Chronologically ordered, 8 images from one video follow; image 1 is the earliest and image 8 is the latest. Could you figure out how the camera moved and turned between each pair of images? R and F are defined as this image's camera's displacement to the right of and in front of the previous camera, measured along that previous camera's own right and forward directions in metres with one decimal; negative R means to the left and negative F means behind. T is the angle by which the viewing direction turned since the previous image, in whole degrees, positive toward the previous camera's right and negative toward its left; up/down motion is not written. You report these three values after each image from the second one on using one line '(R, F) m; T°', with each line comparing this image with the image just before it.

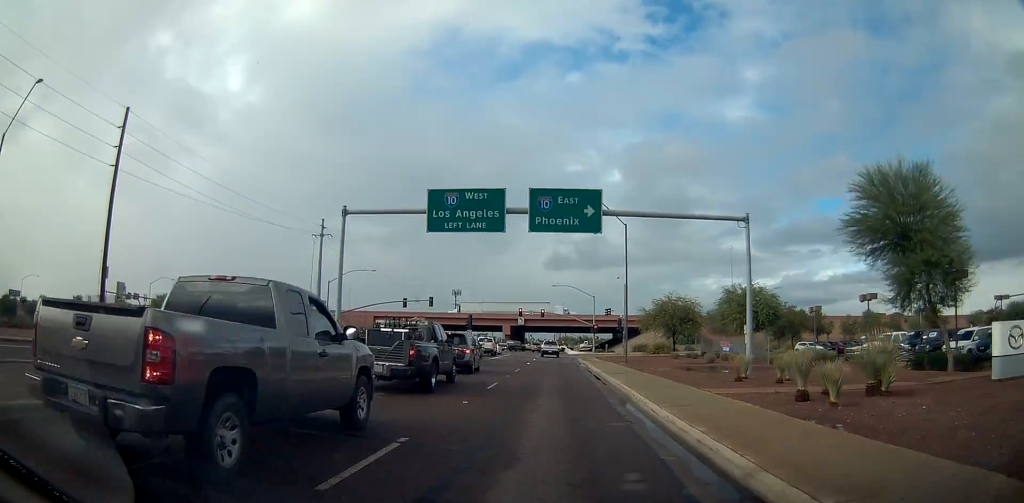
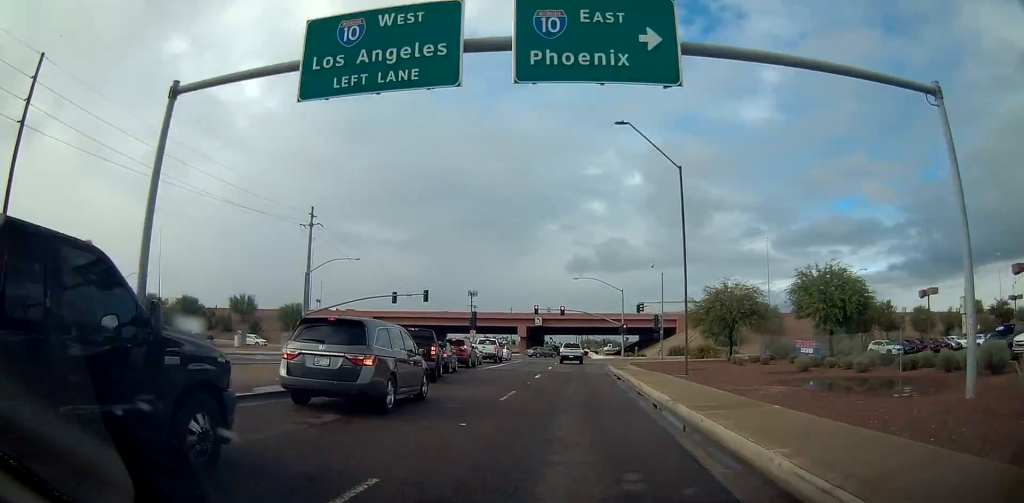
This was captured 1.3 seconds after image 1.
(-0.1, +14.6) m; -4°
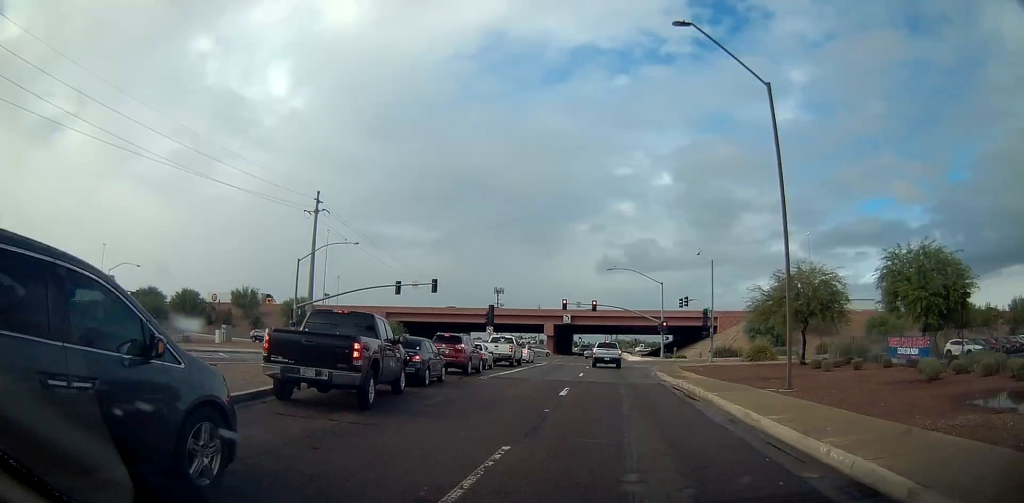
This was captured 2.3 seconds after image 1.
(-0.7, +9.9) m; -10°
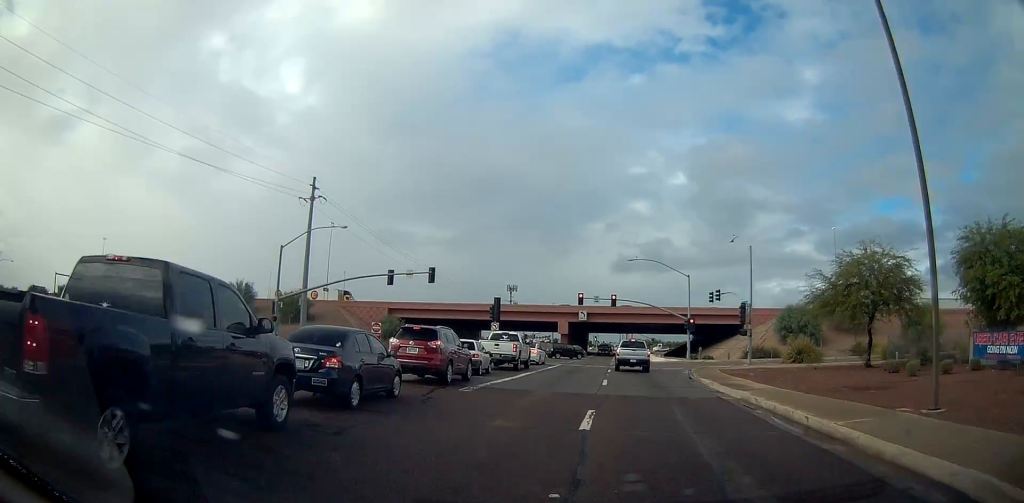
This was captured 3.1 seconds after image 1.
(-0.6, +7.7) m; -4°
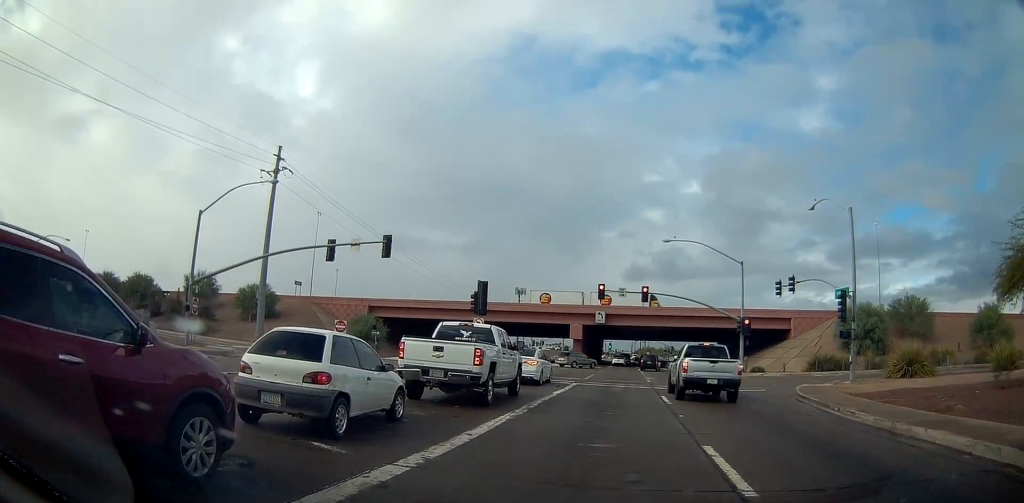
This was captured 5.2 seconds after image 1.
(+1.6, +17.5) m; +7°
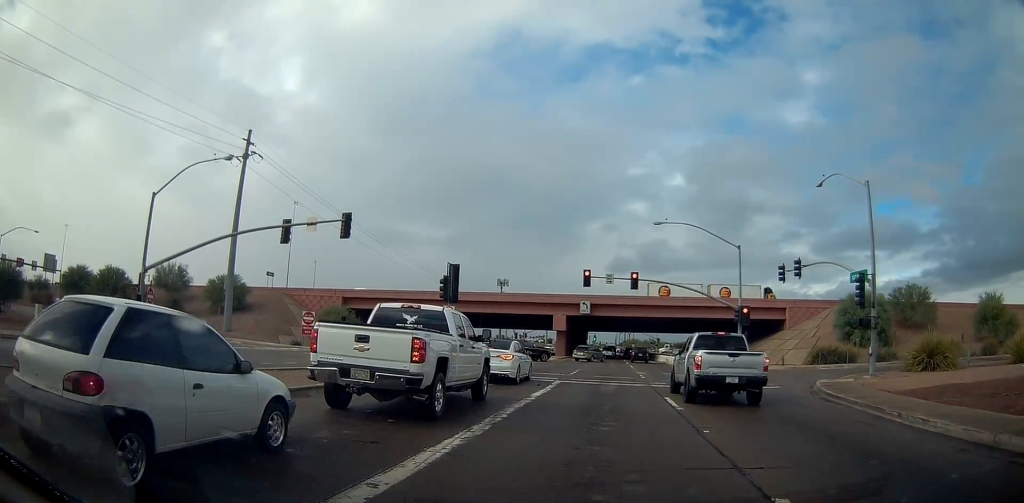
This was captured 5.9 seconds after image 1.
(0.0, +4.2) m; -5°
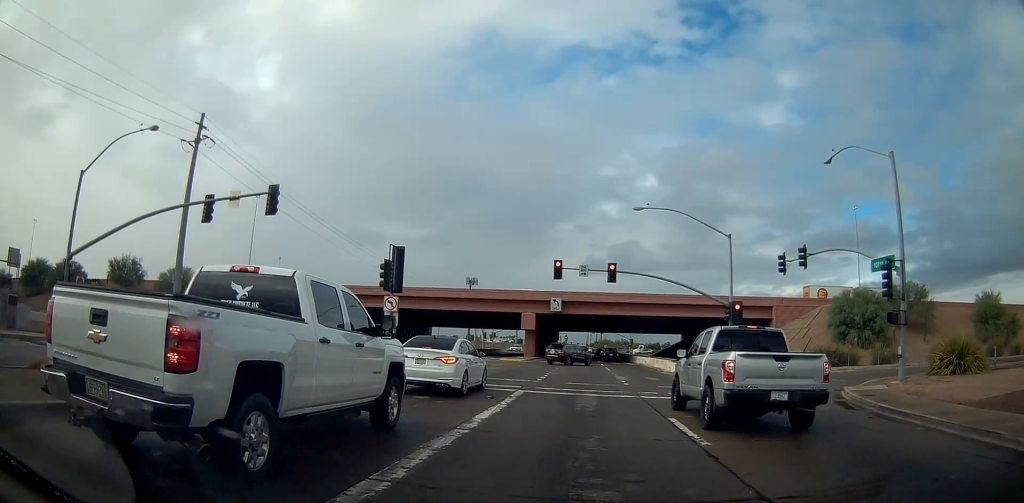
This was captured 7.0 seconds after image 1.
(-0.5, +4.3) m; +5°
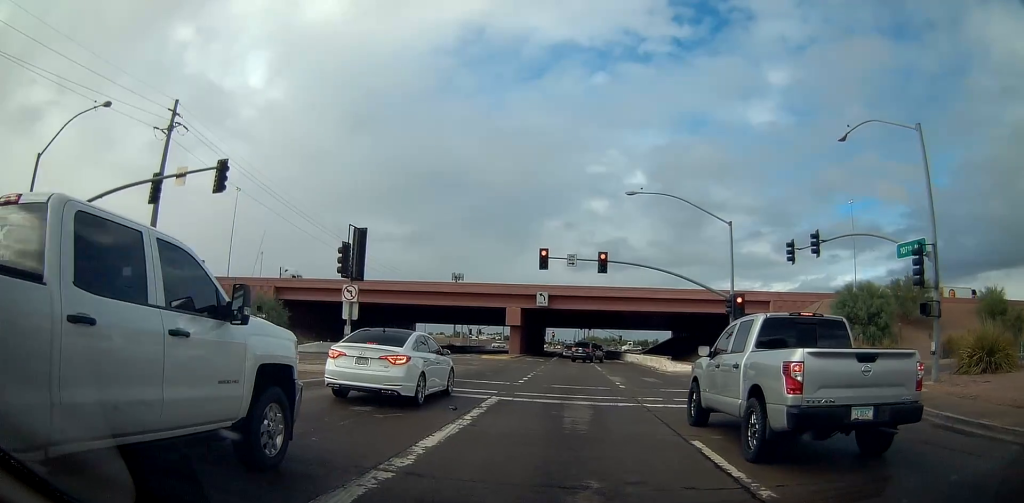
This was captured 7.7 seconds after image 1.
(+0.4, +3.2) m; +14°
